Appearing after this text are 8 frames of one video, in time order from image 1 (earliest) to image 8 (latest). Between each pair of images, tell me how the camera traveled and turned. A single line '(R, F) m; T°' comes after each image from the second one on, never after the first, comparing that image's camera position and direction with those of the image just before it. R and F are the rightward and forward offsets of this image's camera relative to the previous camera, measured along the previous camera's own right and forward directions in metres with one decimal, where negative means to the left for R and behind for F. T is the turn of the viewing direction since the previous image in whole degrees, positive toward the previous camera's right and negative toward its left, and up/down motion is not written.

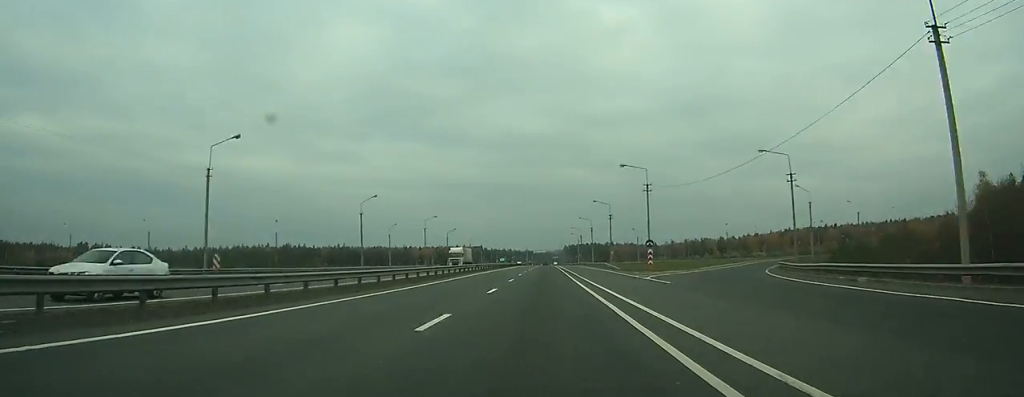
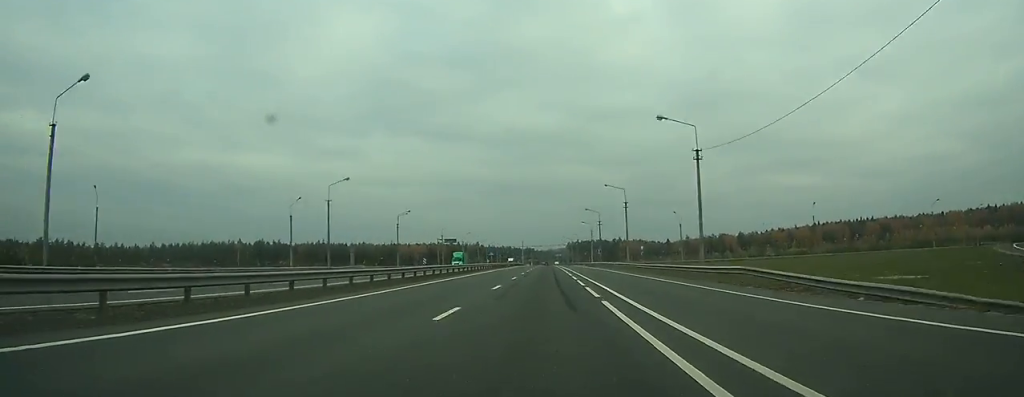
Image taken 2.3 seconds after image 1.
(+0.1, +61.1) m; 0°
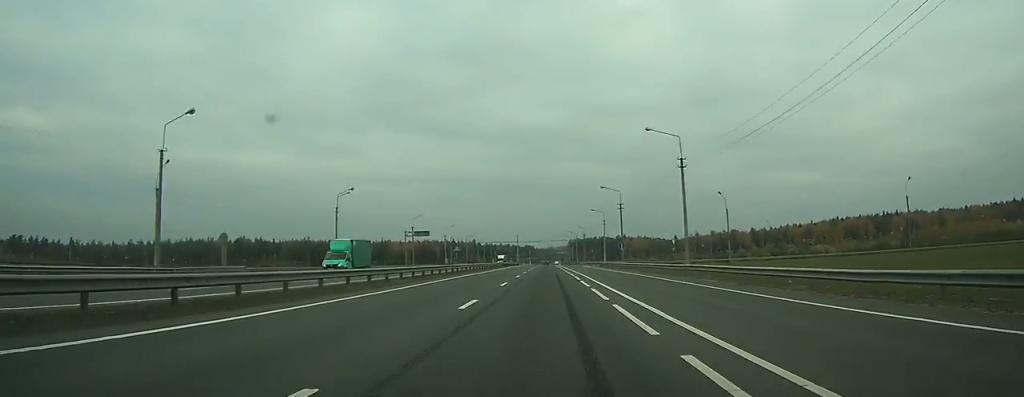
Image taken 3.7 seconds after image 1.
(0.0, +33.2) m; 0°
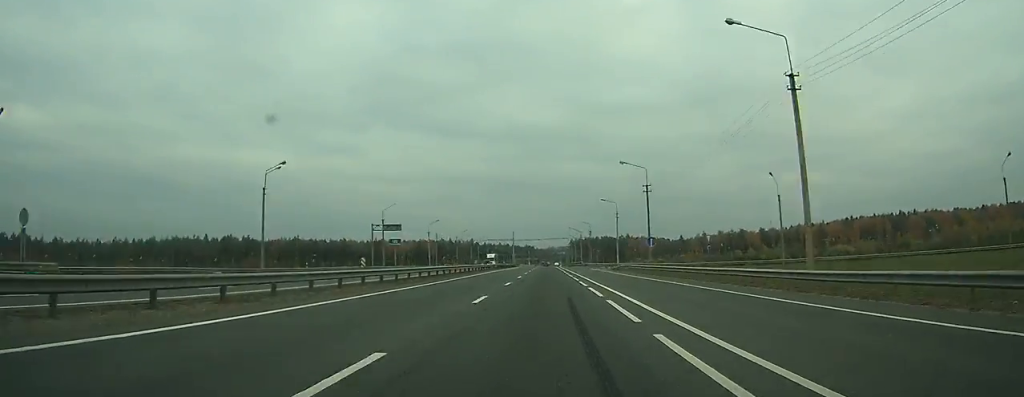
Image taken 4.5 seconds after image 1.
(0.0, +21.0) m; 0°
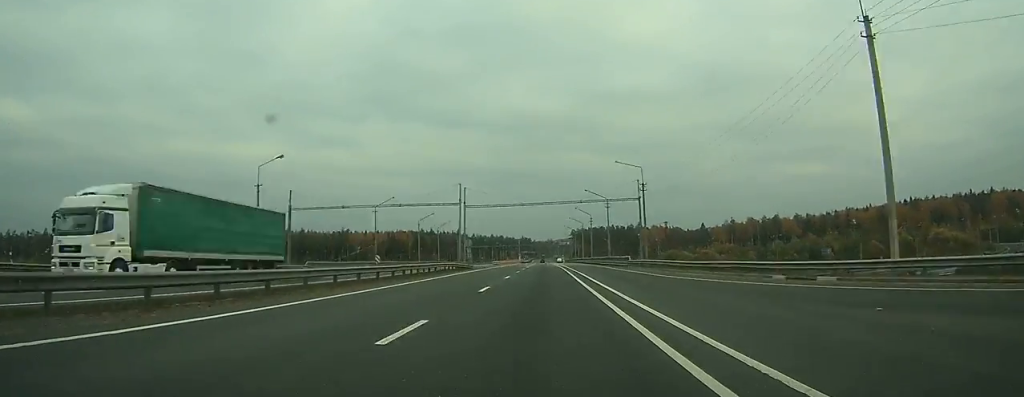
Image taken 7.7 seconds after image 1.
(0.0, +79.8) m; 0°
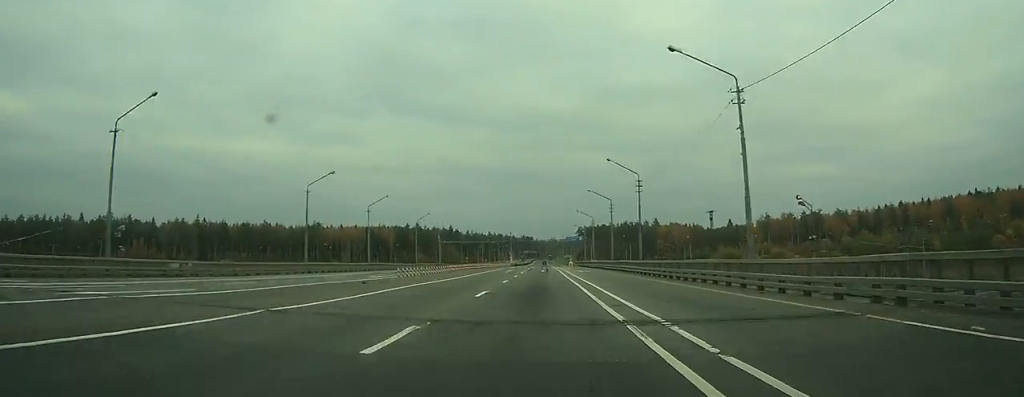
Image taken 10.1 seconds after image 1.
(0.0, +62.9) m; 0°
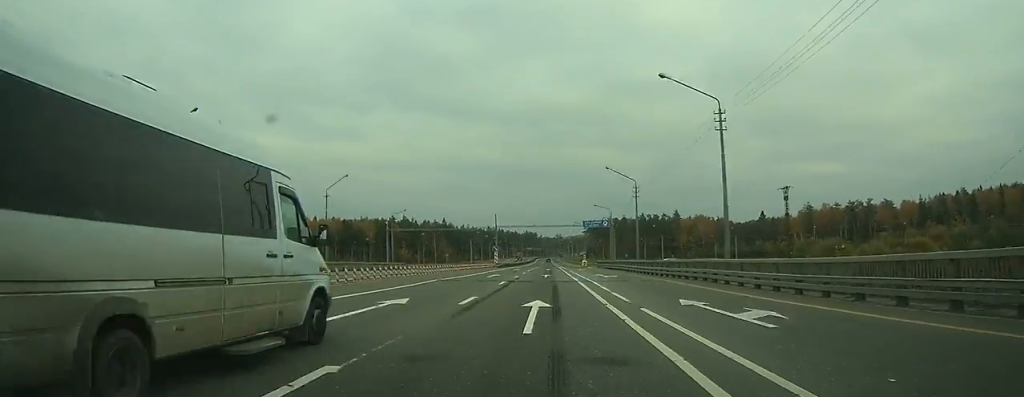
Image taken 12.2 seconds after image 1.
(-0.1, +52.9) m; 0°
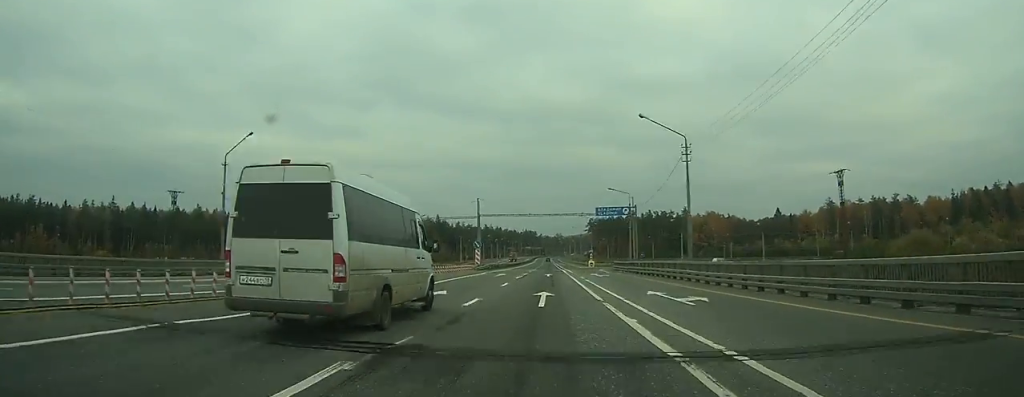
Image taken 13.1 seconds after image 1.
(0.0, +23.7) m; 0°
